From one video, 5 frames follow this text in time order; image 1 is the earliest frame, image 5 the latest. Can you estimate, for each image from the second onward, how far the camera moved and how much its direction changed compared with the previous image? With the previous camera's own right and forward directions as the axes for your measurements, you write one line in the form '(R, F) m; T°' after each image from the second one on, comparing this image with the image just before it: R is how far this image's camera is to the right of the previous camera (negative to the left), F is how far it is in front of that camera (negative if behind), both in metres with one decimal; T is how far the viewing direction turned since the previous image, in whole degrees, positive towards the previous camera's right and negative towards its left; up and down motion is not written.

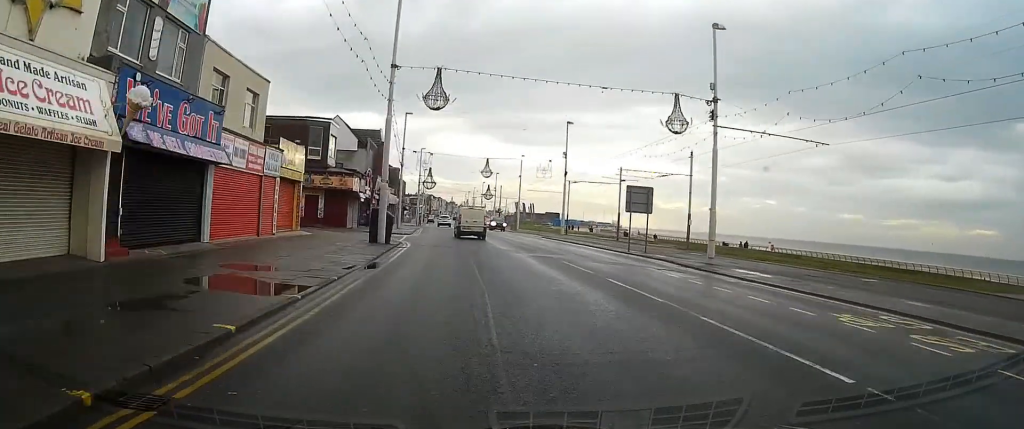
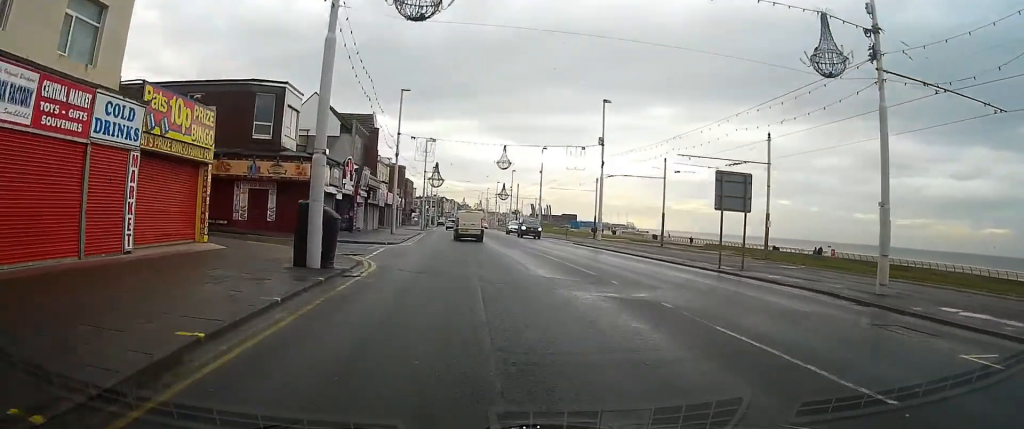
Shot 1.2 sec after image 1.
(+0.1, +13.1) m; 0°
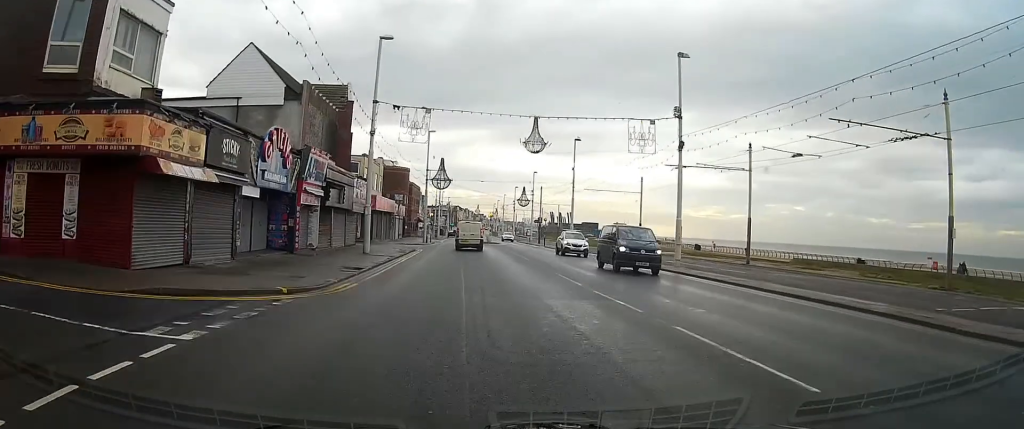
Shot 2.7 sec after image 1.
(-0.1, +17.4) m; -1°
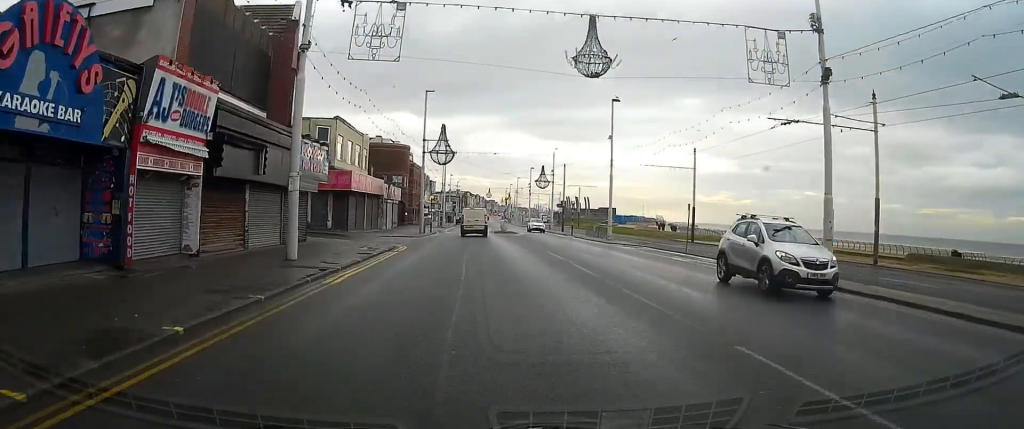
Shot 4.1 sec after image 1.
(-0.1, +14.8) m; 0°
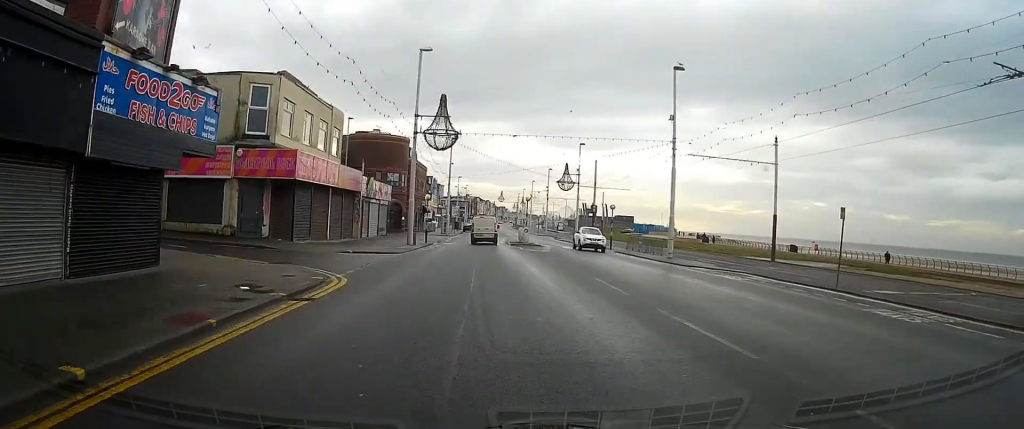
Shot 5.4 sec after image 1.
(0.0, +14.5) m; -1°
